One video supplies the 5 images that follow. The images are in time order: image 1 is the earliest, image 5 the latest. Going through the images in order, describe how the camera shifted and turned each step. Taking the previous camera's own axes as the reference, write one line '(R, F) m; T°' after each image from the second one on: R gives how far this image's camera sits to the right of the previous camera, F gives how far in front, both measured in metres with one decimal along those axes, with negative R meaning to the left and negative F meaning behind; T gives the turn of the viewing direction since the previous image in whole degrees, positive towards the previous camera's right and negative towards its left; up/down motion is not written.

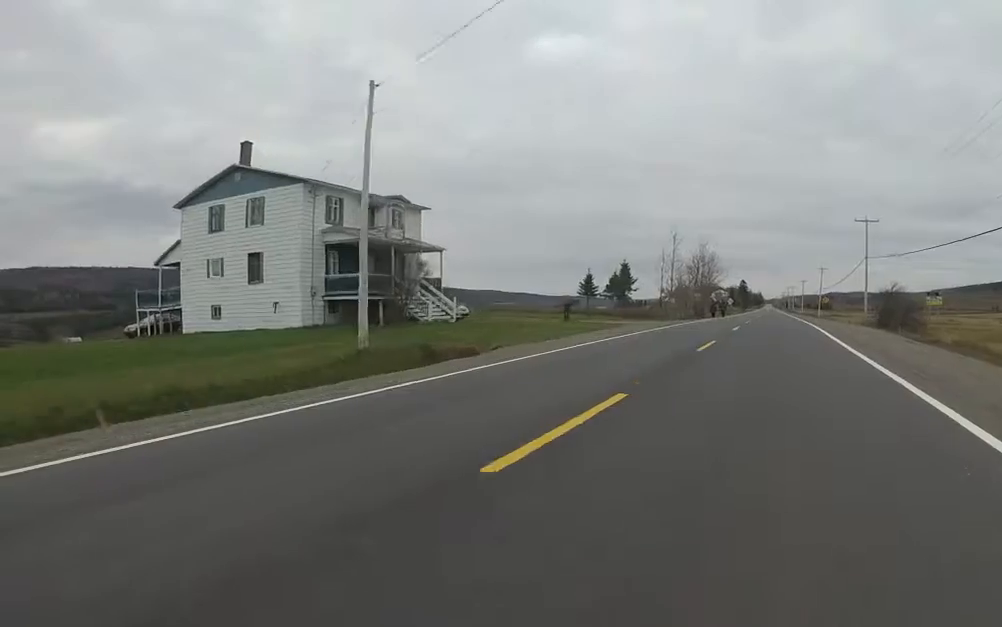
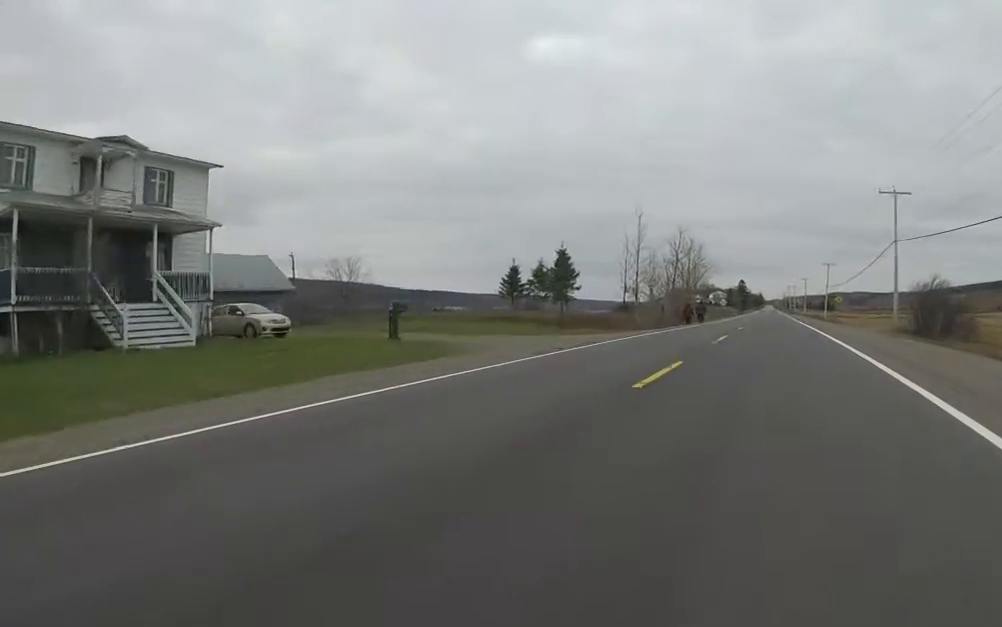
(-0.6, +14.0) m; -2°
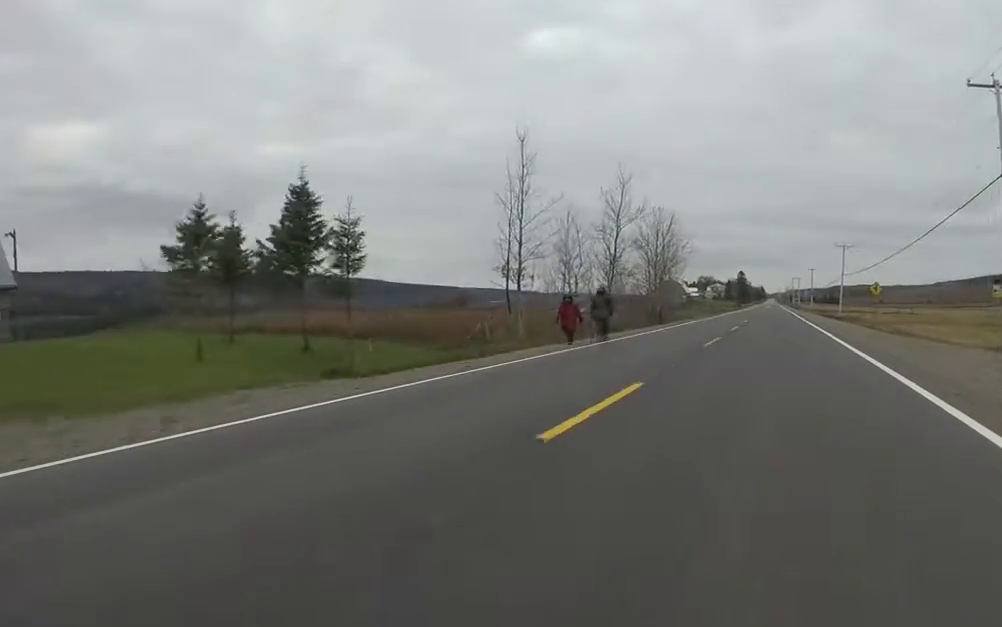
(0.0, +20.2) m; +2°
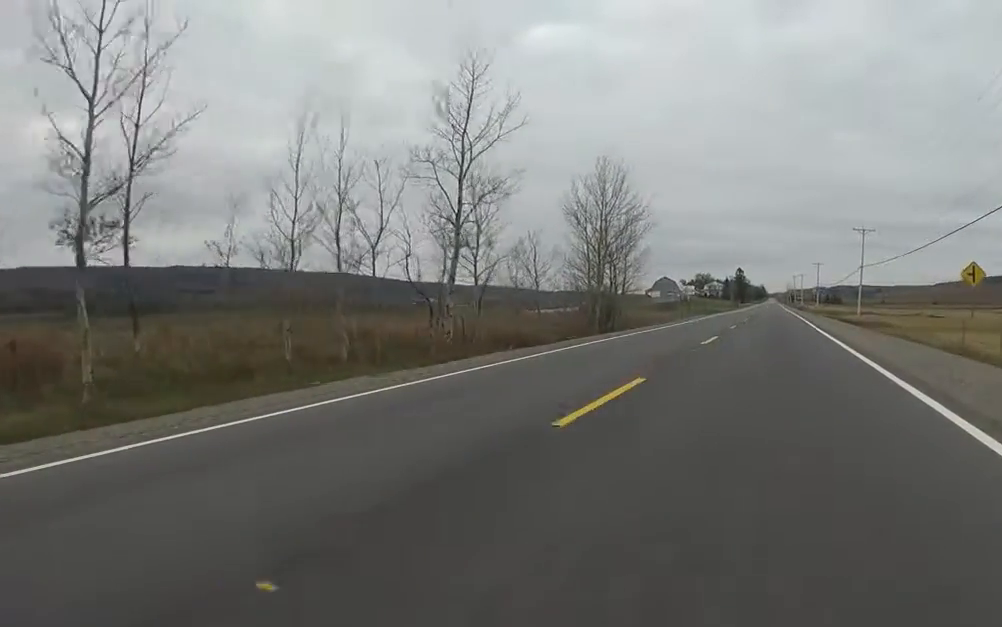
(+0.5, +17.5) m; +1°
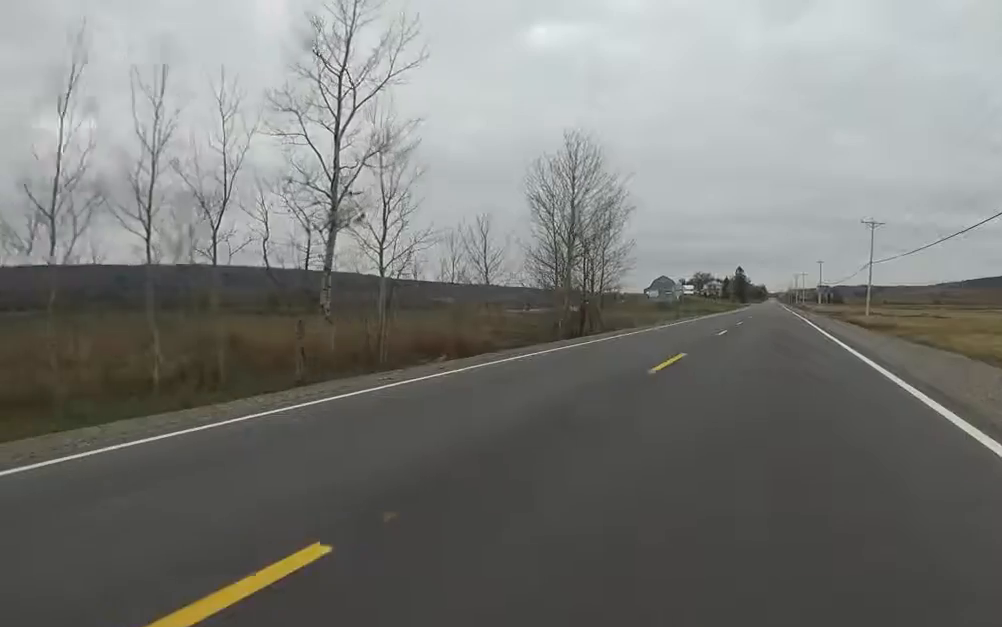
(-0.2, +5.7) m; 0°
